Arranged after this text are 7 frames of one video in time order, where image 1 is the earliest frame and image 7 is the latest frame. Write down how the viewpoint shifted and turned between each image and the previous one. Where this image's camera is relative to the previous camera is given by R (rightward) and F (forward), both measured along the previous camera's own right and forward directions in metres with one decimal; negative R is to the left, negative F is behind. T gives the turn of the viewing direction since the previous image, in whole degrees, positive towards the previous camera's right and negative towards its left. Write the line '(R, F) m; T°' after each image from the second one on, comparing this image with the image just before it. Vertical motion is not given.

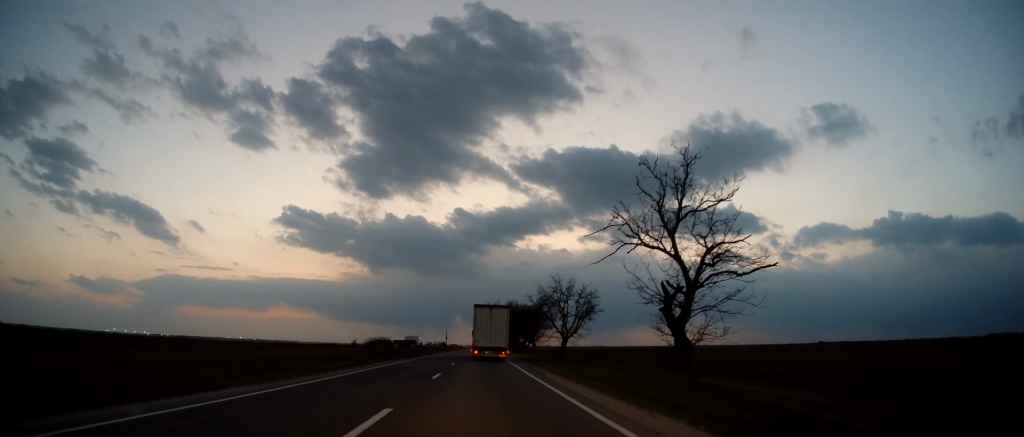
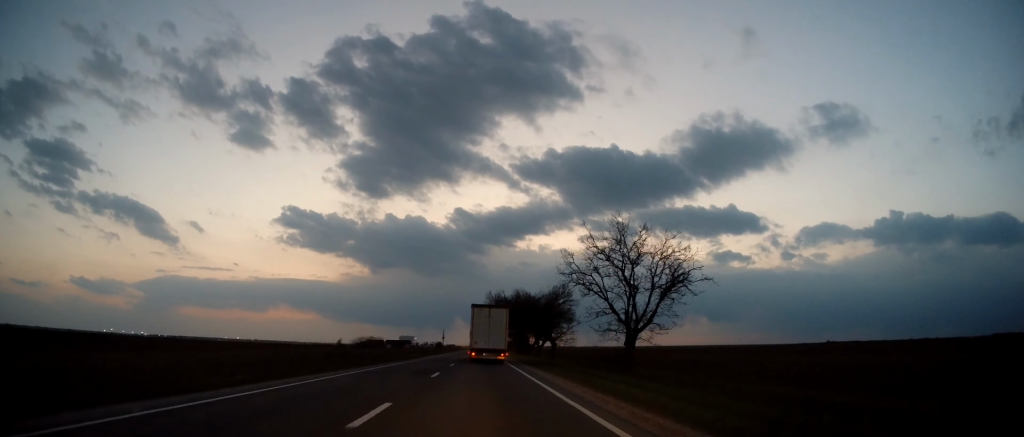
(+0.1, +23.1) m; 0°
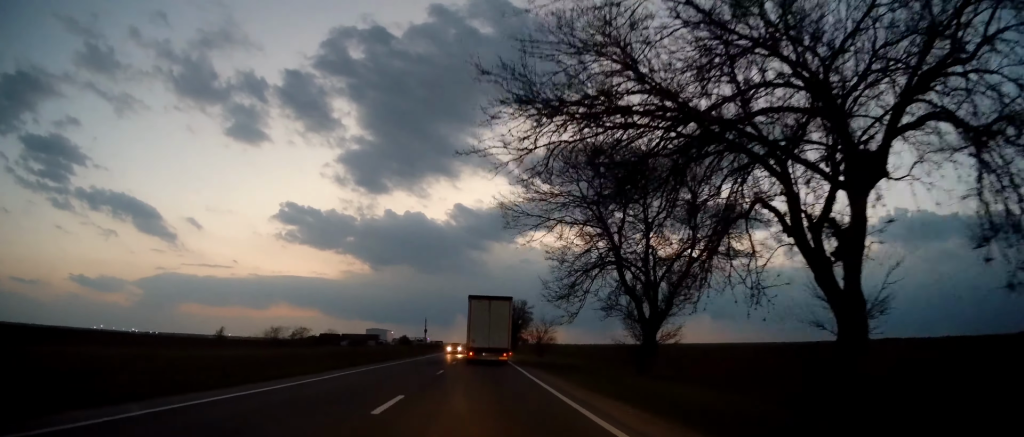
(-0.4, +93.9) m; -1°
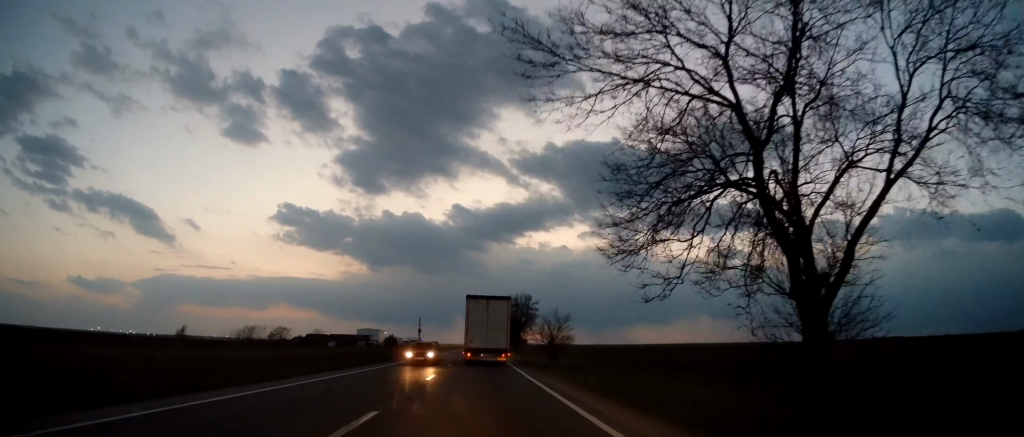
(0.0, +14.6) m; 0°
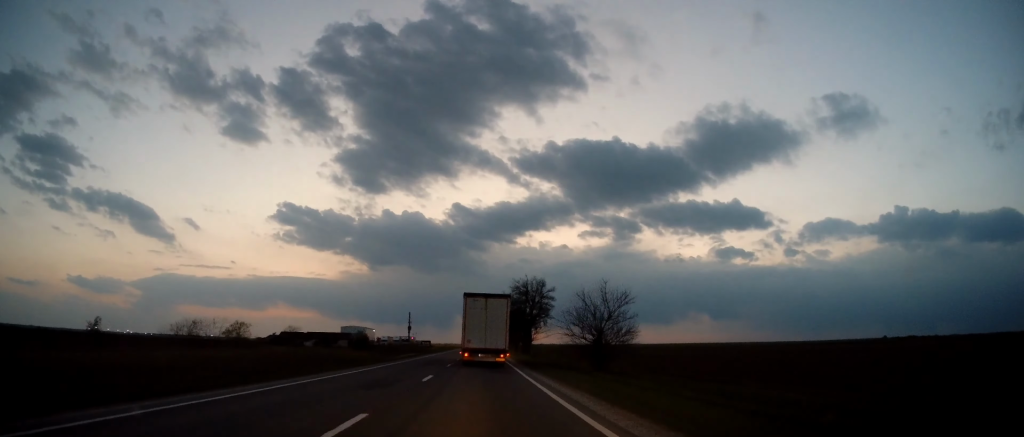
(0.0, +24.2) m; 0°
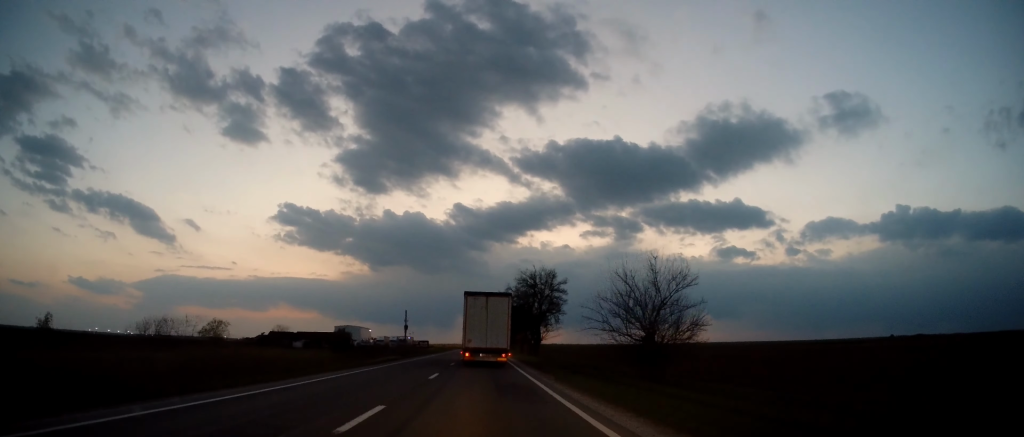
(0.0, +10.4) m; +1°
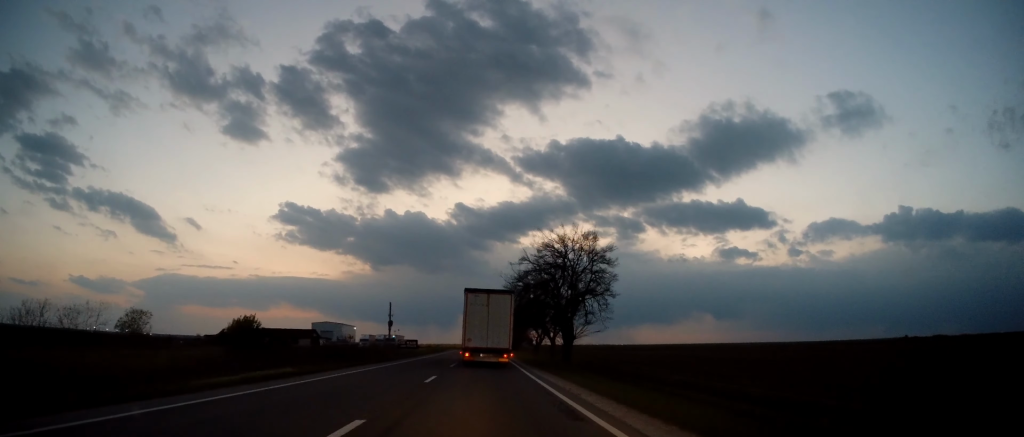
(+0.3, +25.6) m; +1°
